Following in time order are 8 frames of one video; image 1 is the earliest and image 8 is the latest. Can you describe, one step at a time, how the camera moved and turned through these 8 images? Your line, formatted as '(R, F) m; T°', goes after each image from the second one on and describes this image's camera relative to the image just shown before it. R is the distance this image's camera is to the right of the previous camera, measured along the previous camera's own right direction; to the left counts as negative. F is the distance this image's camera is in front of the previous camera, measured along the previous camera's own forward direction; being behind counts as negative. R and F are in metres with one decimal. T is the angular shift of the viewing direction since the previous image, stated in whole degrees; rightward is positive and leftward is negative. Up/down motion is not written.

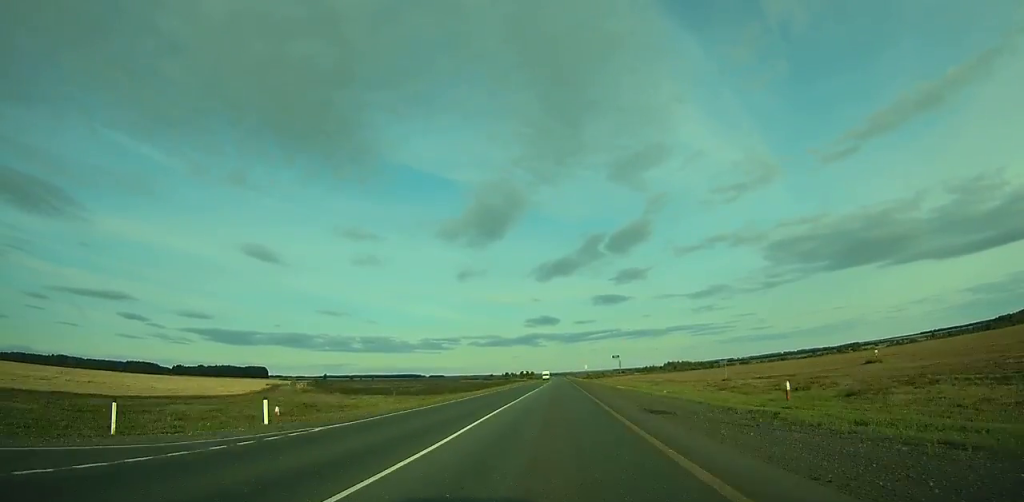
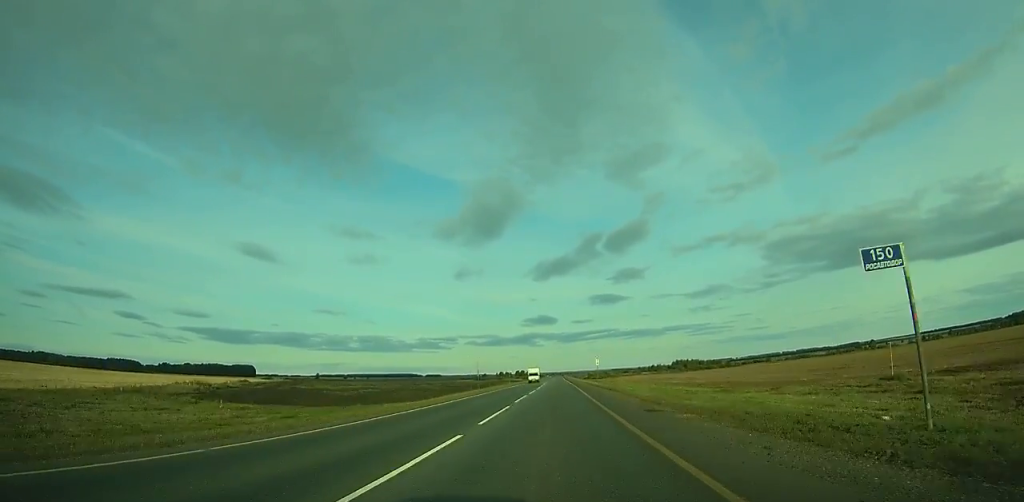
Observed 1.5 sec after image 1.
(+0.1, +42.4) m; 0°
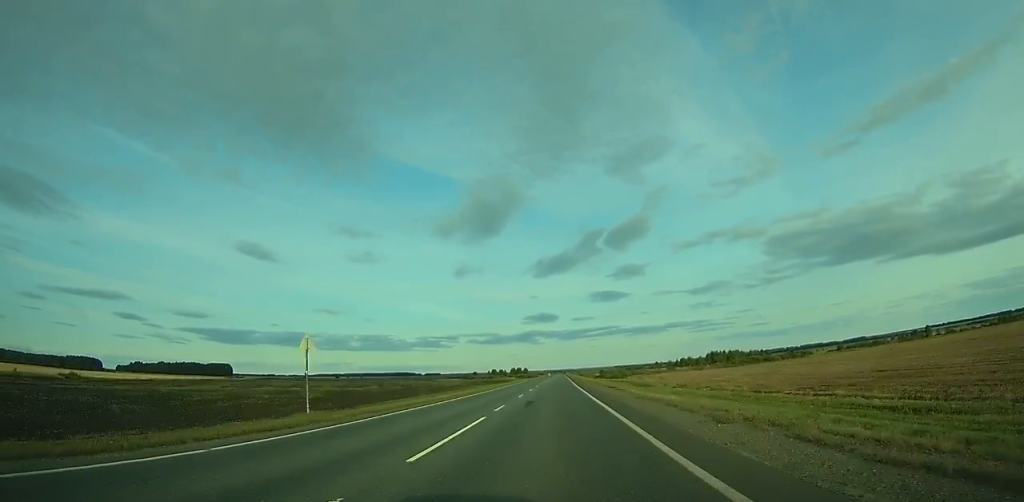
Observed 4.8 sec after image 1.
(+0.1, +94.1) m; 0°
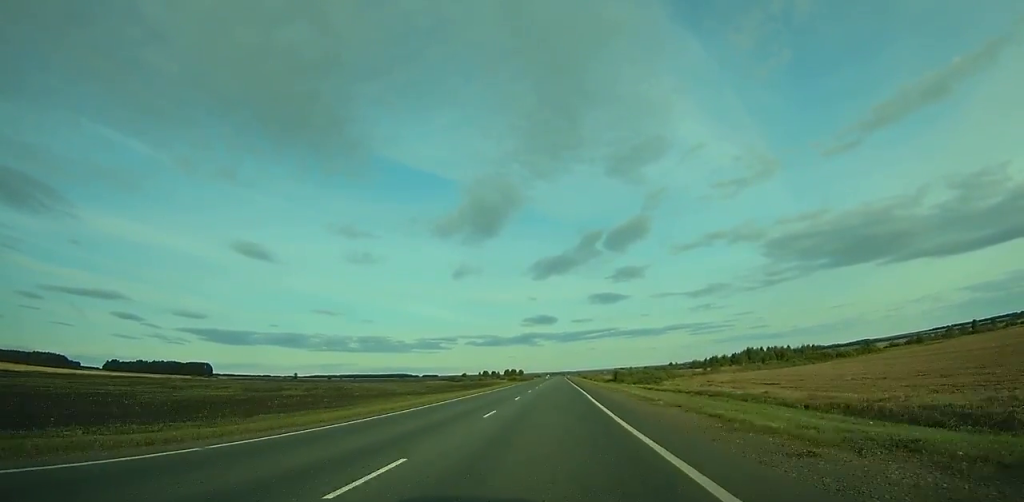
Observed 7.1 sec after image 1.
(0.0, +65.9) m; 0°
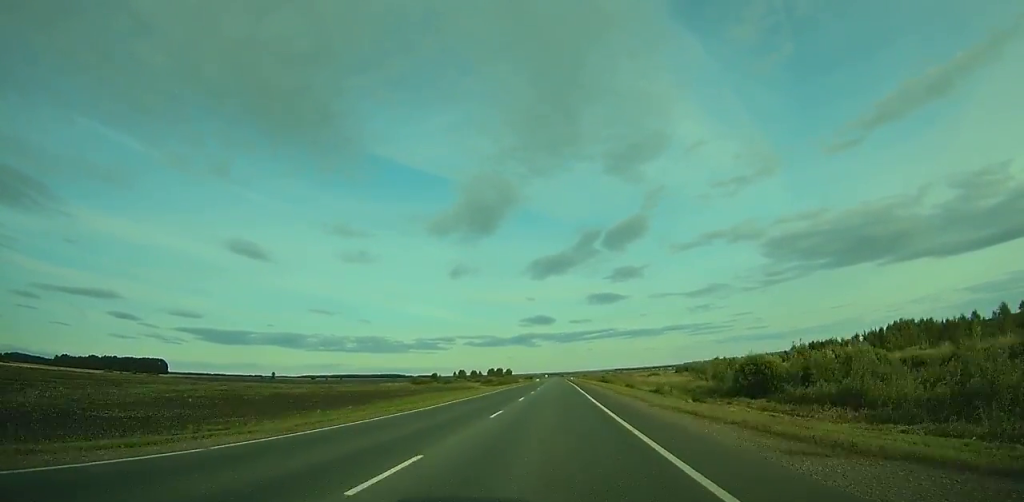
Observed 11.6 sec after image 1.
(+0.1, +124.7) m; 0°
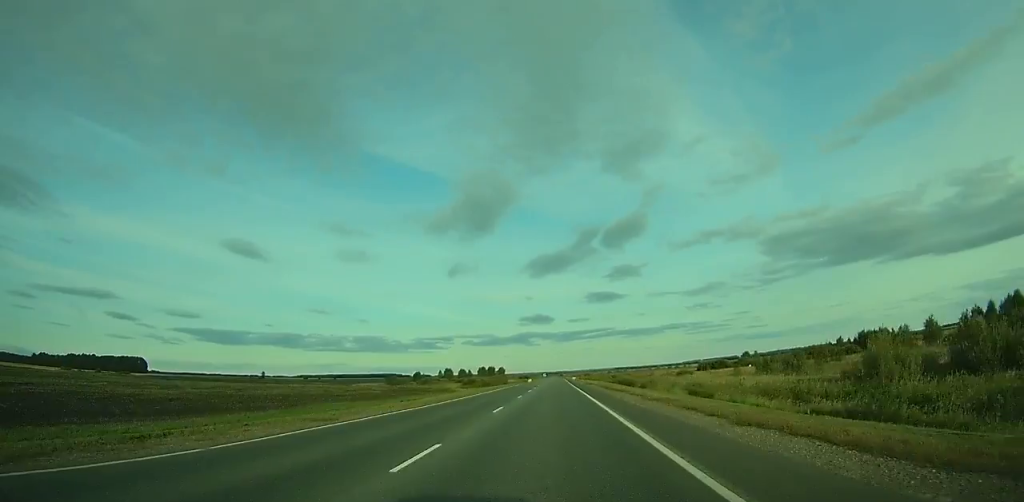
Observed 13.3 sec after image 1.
(0.0, +46.7) m; 0°
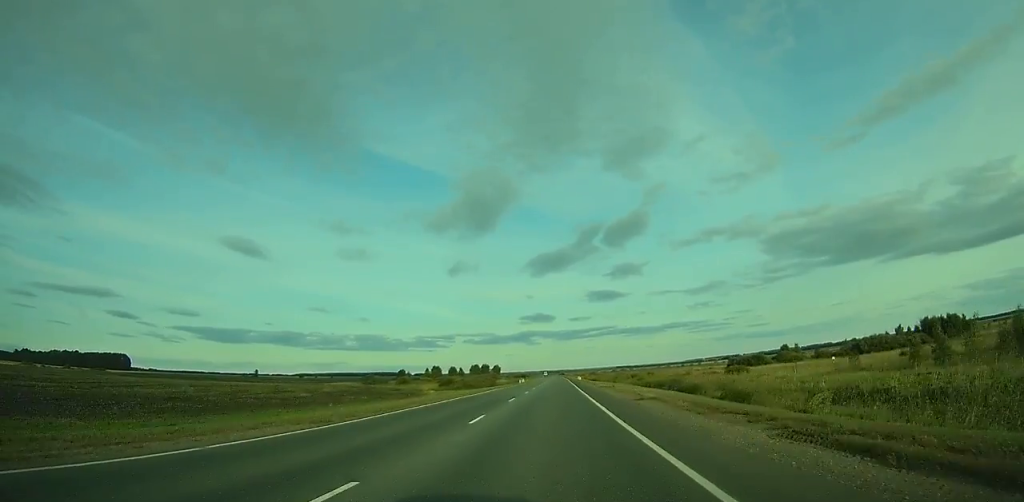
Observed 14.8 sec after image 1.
(0.0, +41.4) m; 0°
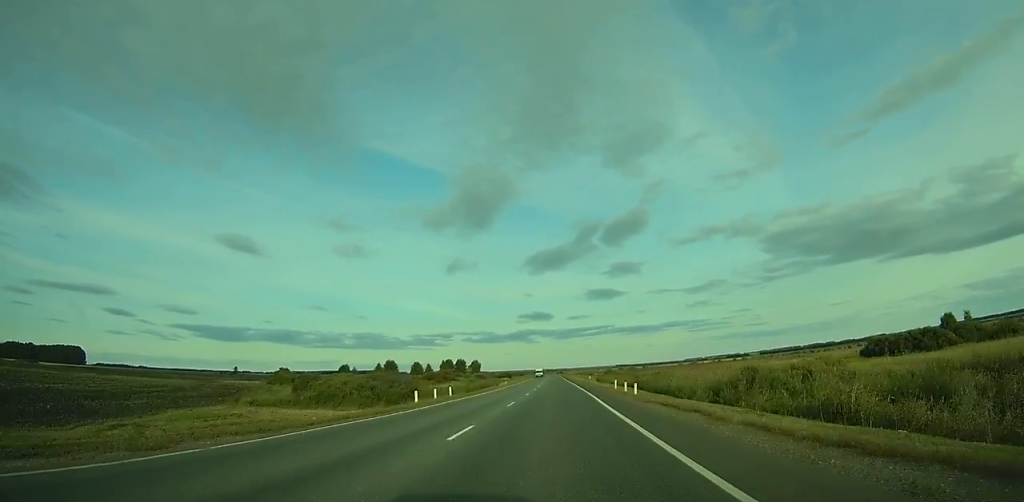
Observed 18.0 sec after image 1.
(-0.1, +90.3) m; 0°
